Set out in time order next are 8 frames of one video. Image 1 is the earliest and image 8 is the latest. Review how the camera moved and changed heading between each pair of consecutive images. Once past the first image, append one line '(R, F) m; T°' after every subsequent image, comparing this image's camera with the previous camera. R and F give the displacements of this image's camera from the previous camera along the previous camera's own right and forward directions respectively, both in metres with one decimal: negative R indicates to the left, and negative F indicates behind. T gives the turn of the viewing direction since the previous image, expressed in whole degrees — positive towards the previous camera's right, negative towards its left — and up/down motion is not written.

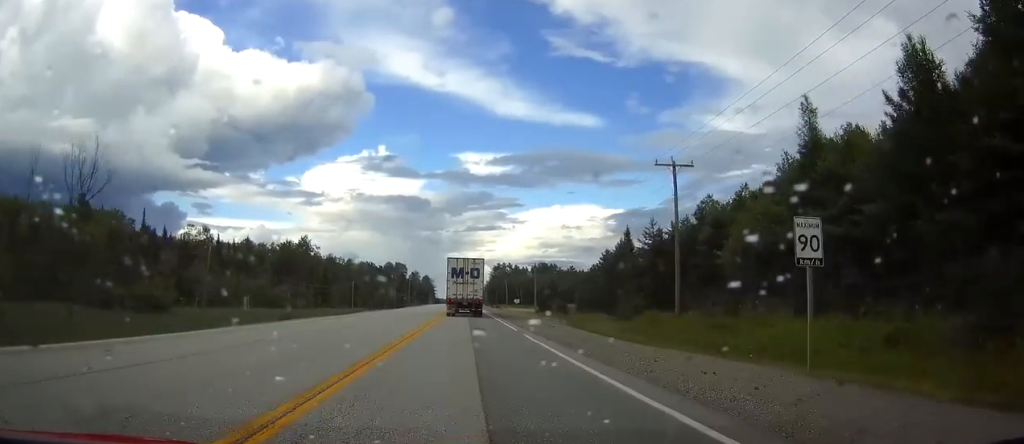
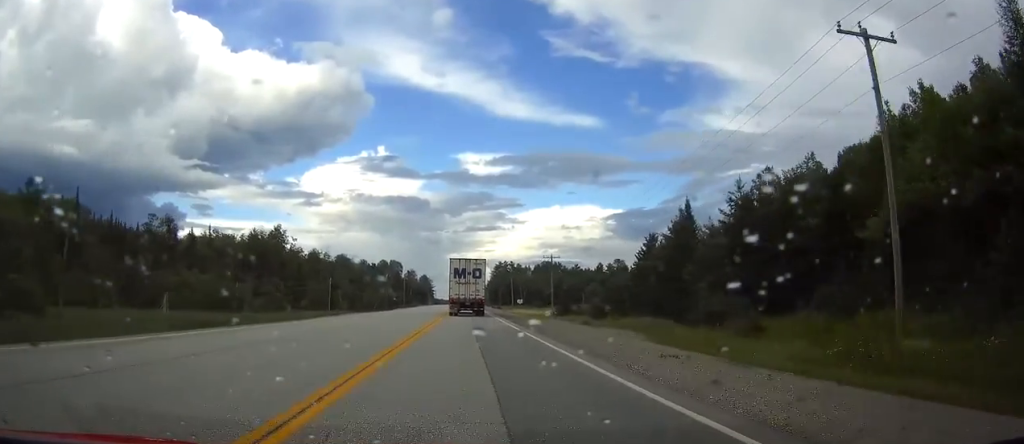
(0.0, +23.0) m; 0°
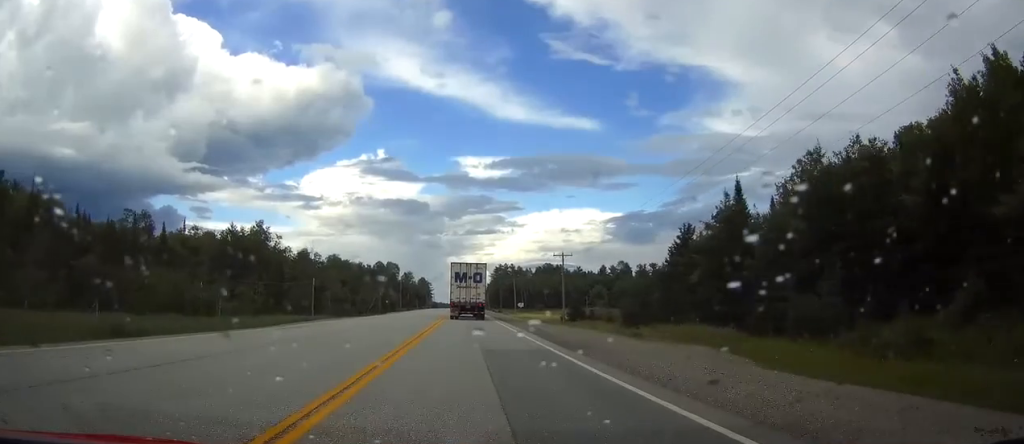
(0.0, +12.0) m; 0°
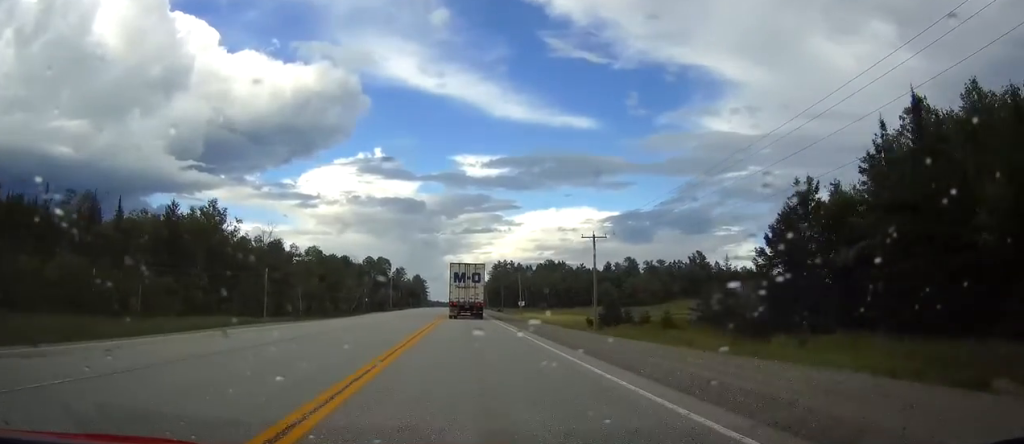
(0.0, +23.0) m; 0°
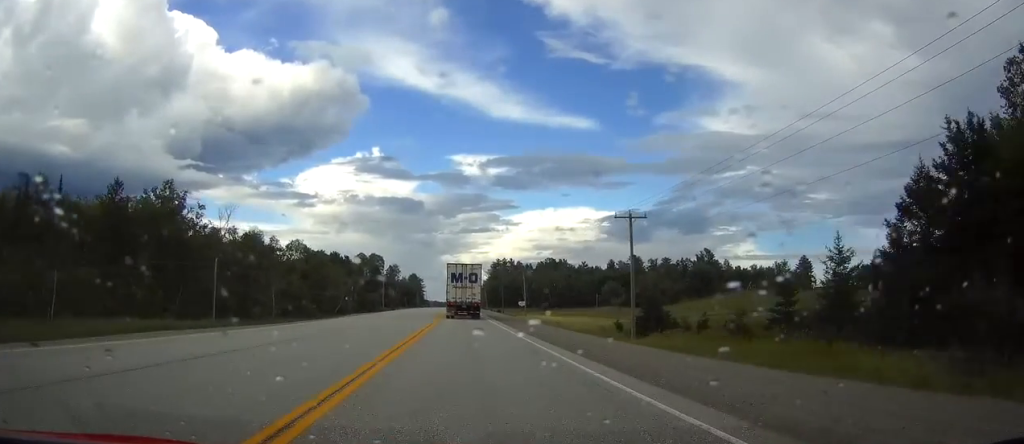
(0.0, +15.7) m; 0°
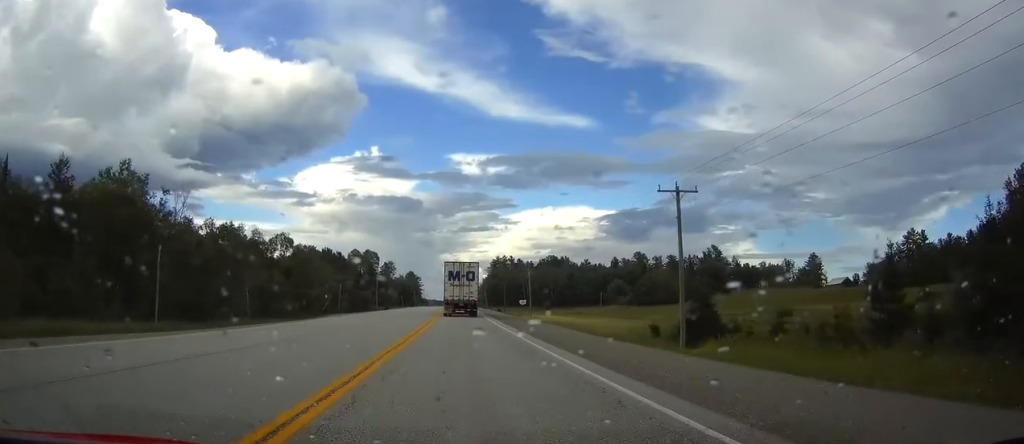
(0.0, +12.0) m; 0°
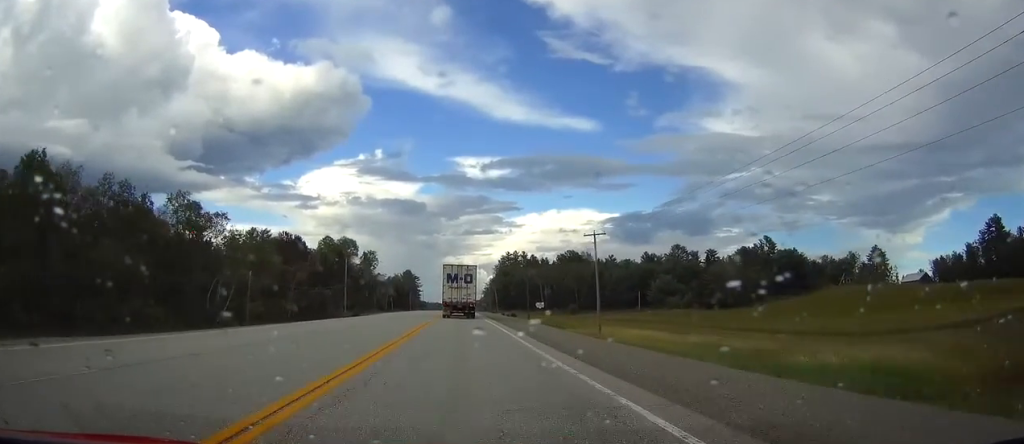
(-0.1, +57.0) m; 0°
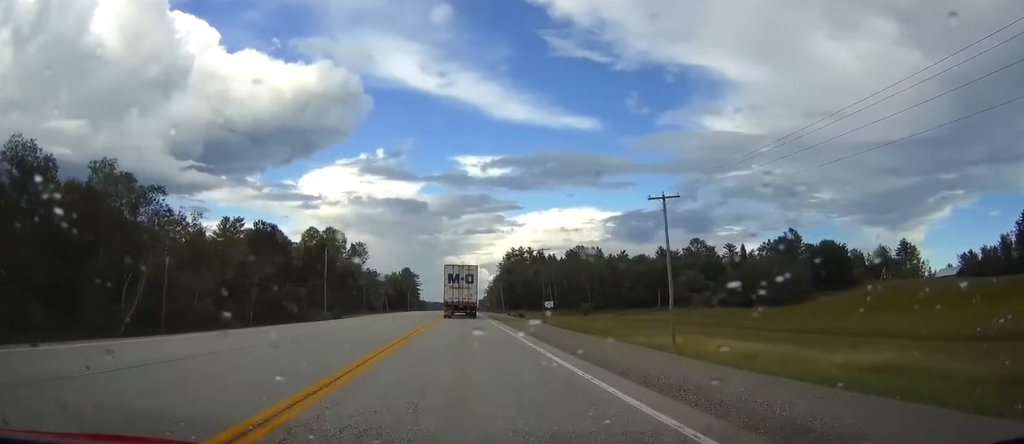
(0.0, +21.7) m; 0°
